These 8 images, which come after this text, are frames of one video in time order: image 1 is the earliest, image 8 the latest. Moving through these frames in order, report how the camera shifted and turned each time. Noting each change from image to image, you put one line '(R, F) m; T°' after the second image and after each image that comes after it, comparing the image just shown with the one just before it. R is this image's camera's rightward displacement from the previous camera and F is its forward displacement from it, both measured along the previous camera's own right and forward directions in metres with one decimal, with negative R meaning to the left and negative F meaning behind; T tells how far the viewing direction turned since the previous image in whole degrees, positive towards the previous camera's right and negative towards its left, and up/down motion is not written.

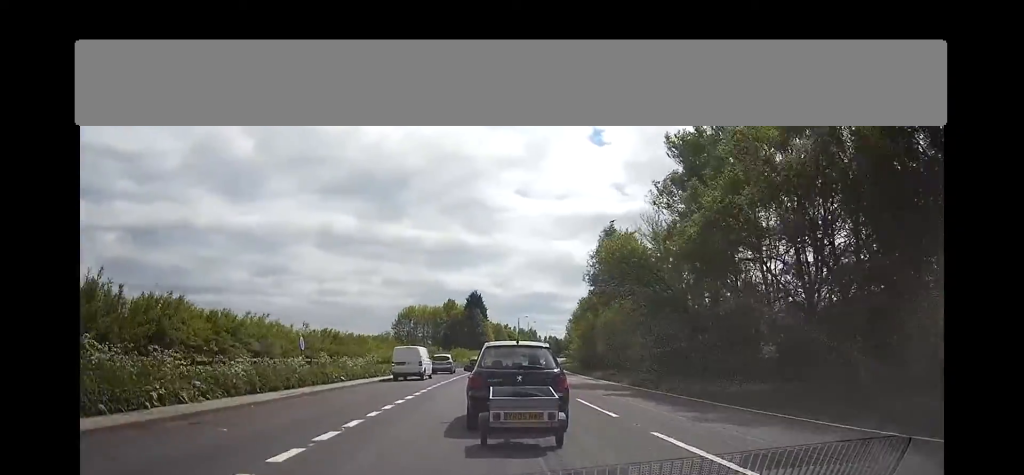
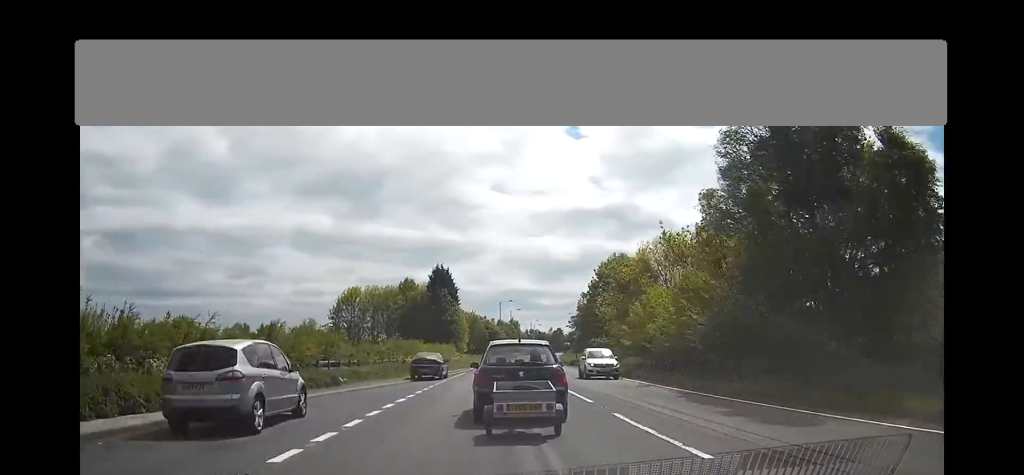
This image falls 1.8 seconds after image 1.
(0.0, +41.1) m; 0°
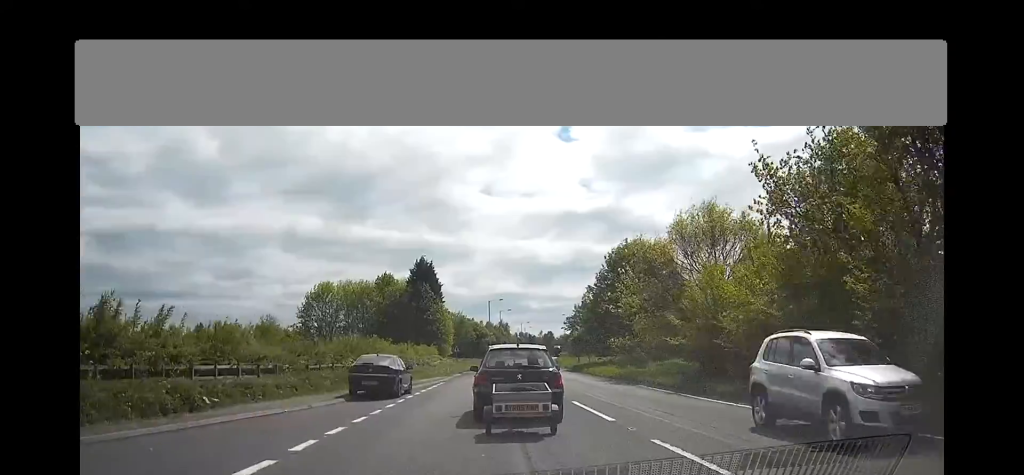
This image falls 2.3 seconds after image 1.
(0.0, +12.7) m; 0°
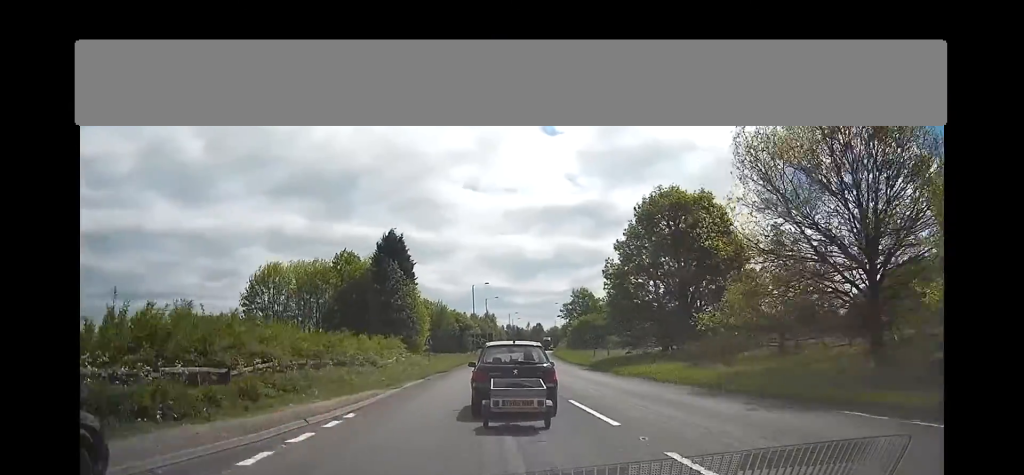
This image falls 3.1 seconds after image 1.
(0.0, +19.4) m; 0°
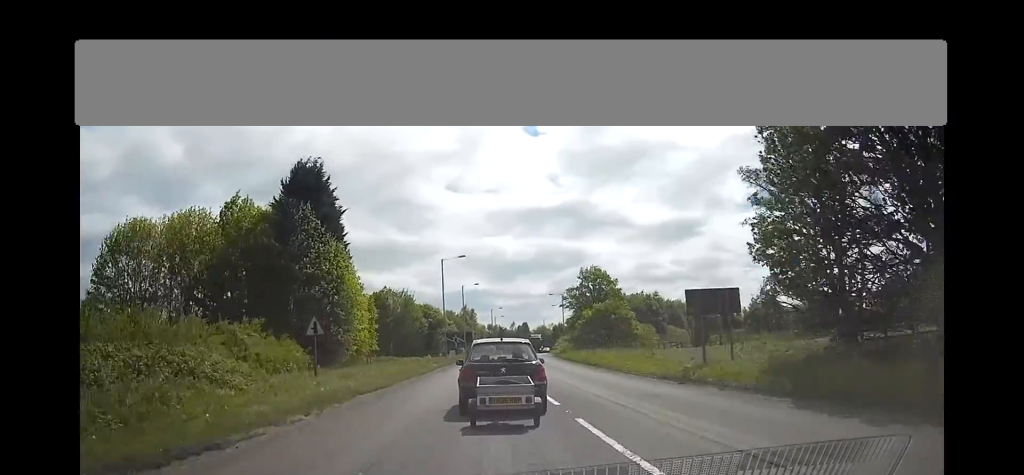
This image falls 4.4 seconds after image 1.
(0.0, +31.9) m; 0°
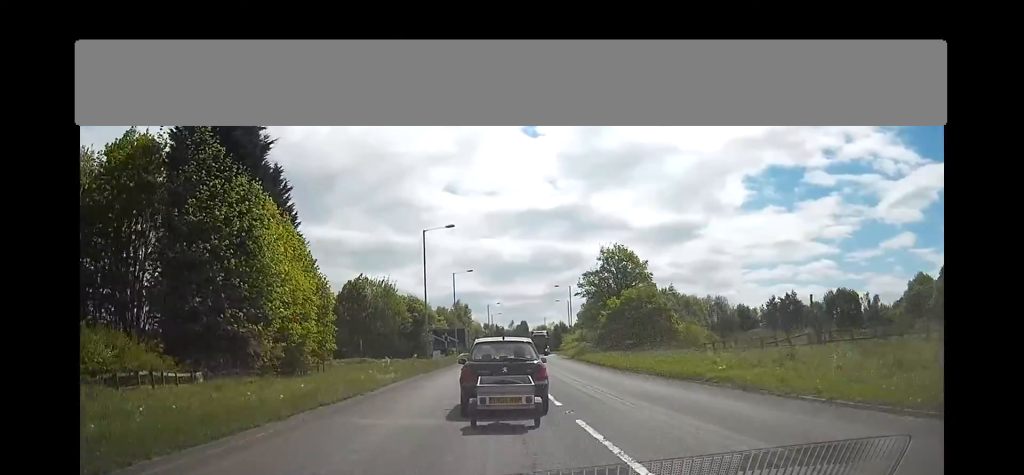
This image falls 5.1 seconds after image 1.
(0.0, +17.9) m; 0°
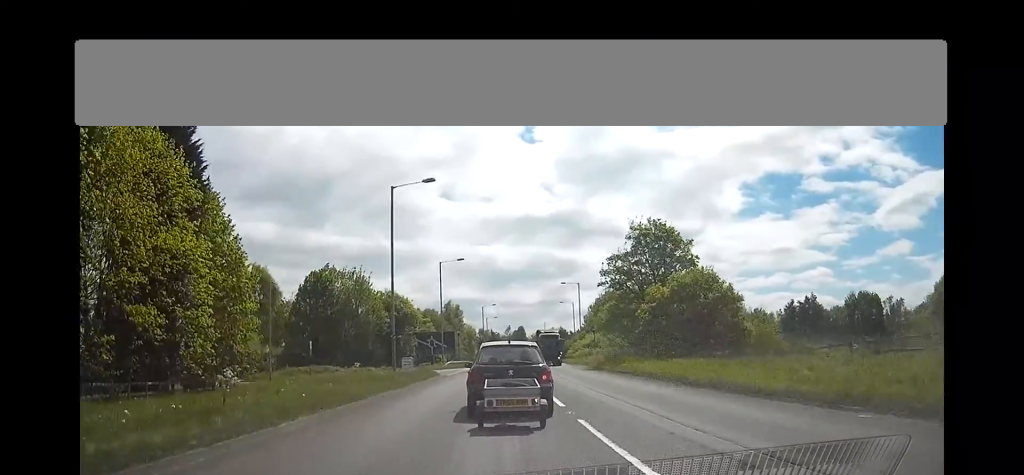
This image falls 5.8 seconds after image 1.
(0.0, +16.9) m; +2°
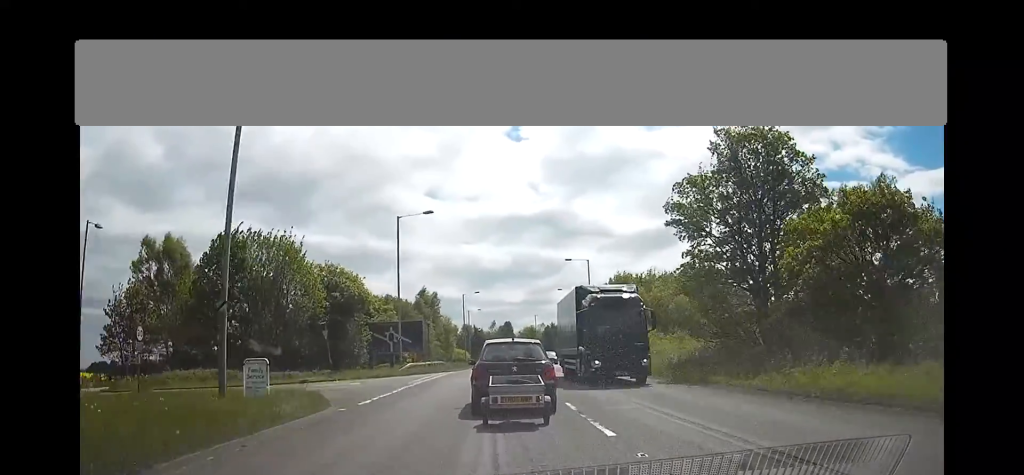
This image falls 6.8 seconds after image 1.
(+0.6, +23.2) m; +3°
